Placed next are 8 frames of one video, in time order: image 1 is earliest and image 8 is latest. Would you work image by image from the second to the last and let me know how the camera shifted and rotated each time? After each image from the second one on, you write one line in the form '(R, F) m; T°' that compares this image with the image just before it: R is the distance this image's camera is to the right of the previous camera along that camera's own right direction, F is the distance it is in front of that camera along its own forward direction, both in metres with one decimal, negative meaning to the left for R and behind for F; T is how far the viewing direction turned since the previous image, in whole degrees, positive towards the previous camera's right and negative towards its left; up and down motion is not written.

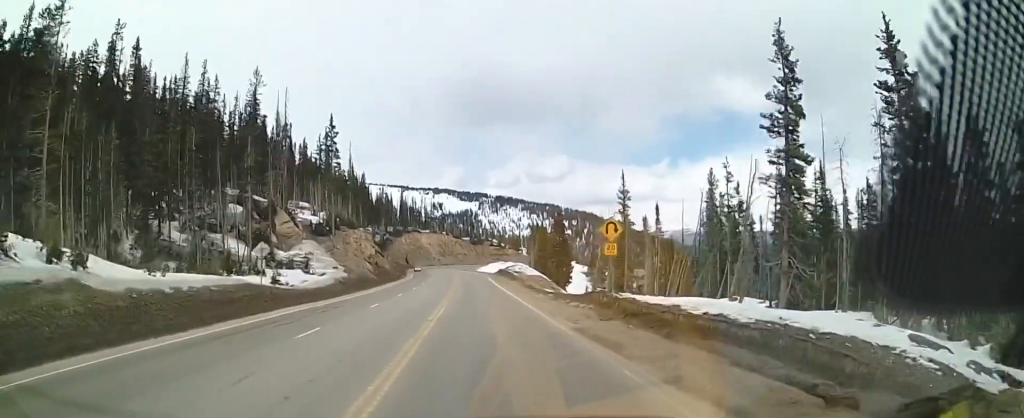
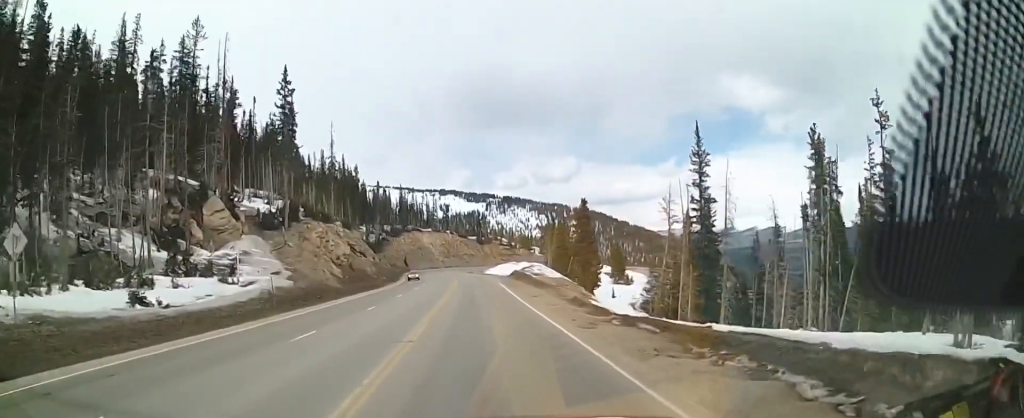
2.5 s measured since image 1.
(-0.8, +23.6) m; -2°
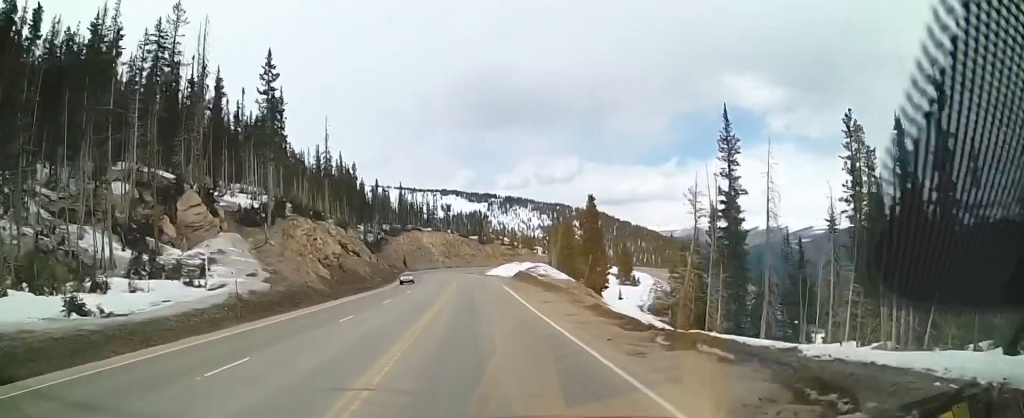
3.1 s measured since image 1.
(+0.3, +5.8) m; 0°
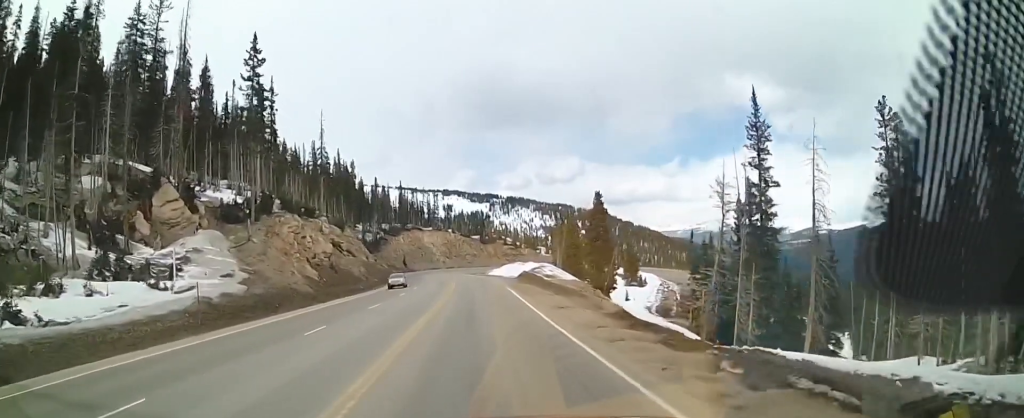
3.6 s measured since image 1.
(-0.2, +4.7) m; -1°
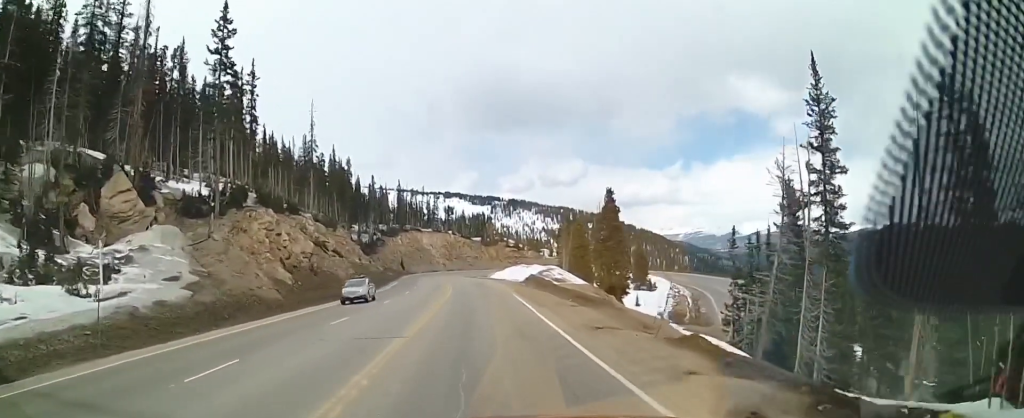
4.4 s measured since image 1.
(-0.2, +7.9) m; -1°
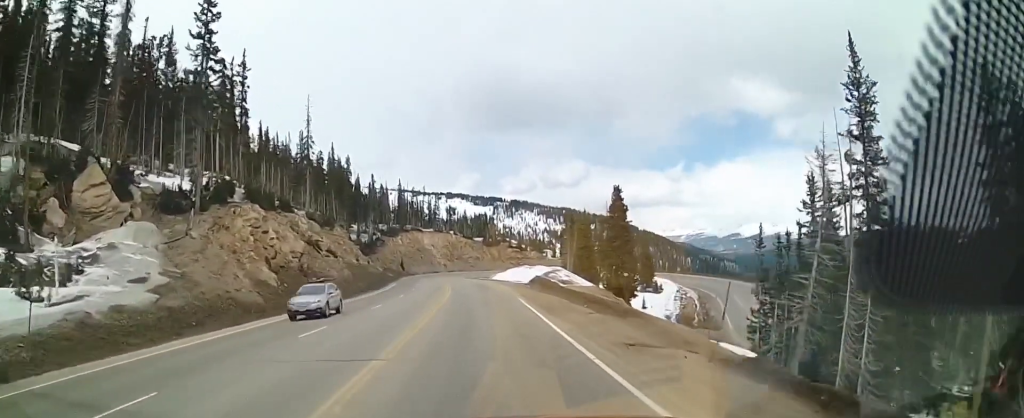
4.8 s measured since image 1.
(0.0, +3.8) m; 0°
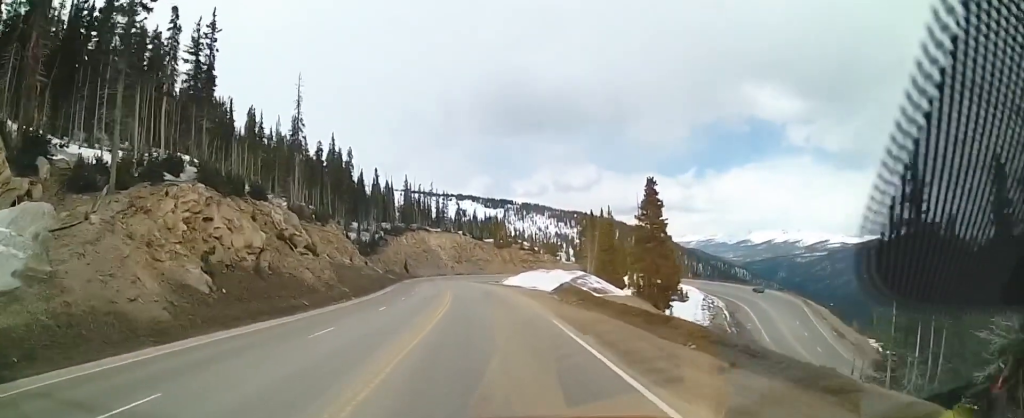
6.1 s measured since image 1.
(-0.1, +12.1) m; -1°
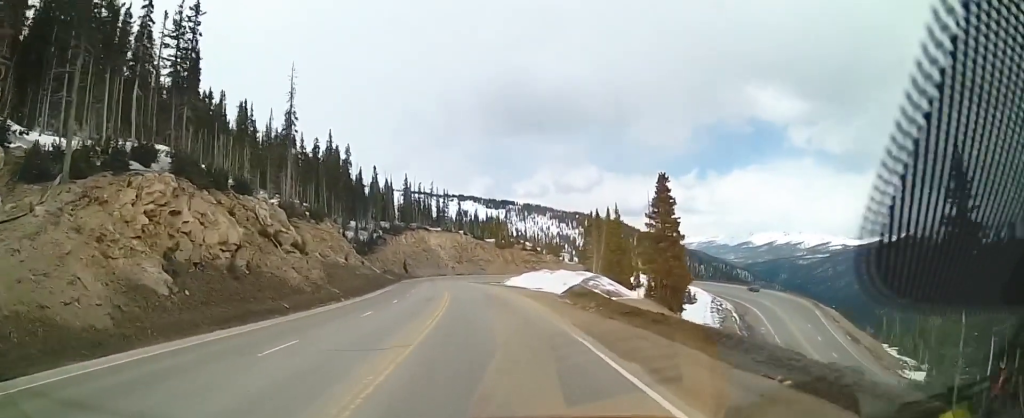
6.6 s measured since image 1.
(0.0, +4.2) m; 0°
